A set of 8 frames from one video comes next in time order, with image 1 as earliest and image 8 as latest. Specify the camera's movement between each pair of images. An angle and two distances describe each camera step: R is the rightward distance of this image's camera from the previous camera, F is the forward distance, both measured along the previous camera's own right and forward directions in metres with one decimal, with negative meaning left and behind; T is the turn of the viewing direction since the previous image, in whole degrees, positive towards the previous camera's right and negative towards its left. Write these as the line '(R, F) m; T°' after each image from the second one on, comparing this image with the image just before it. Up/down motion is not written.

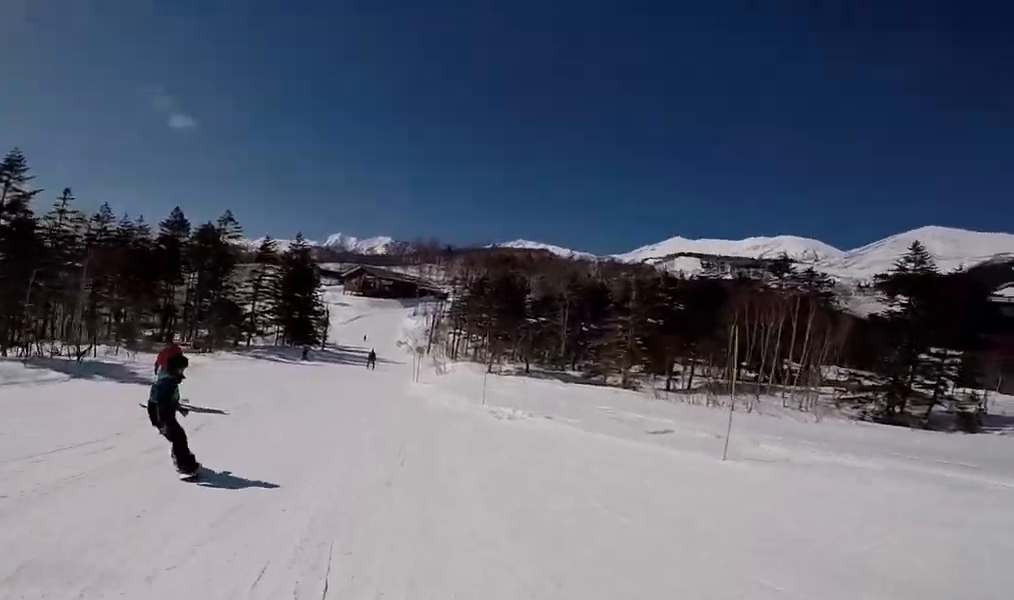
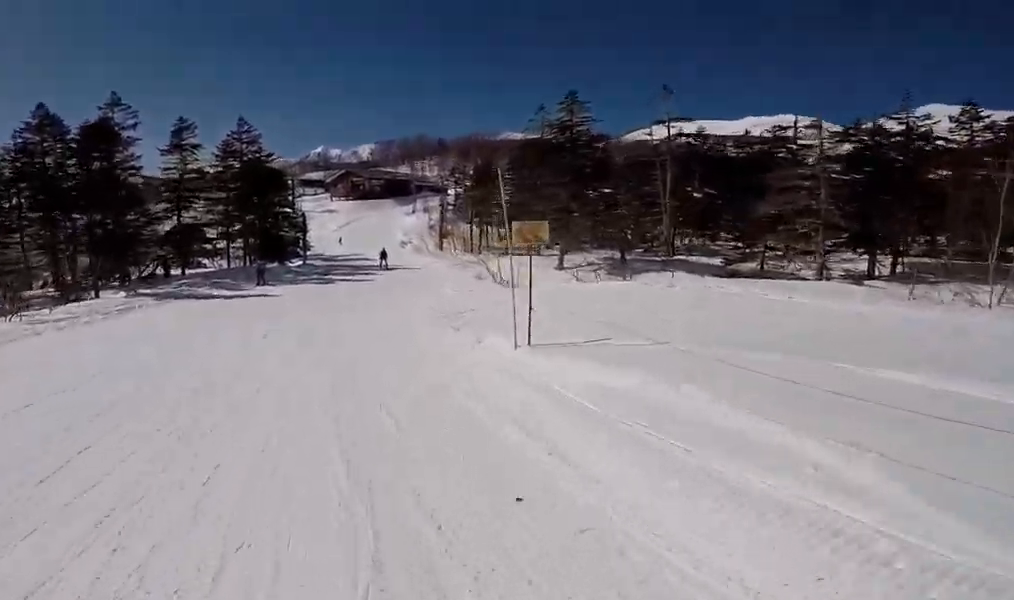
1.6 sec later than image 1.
(+1.0, +14.3) m; +6°
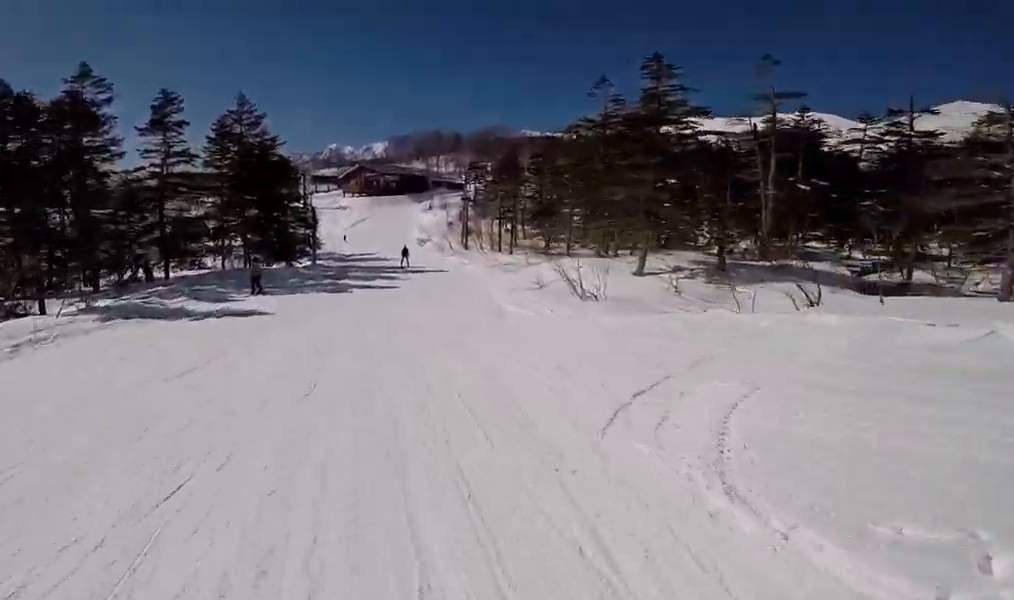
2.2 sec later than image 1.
(0.0, +5.4) m; +2°
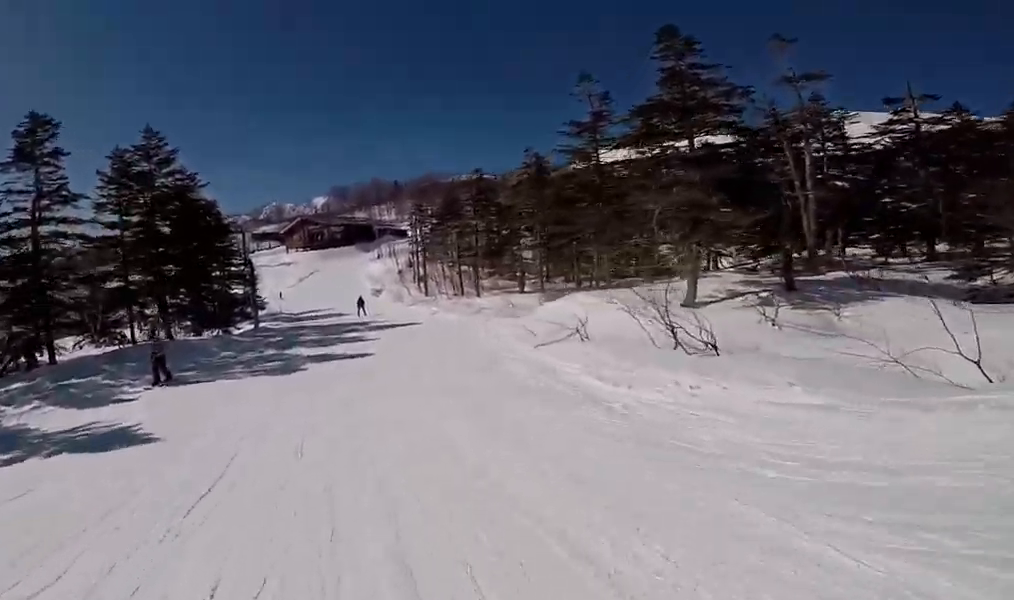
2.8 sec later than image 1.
(+0.2, +6.2) m; 0°
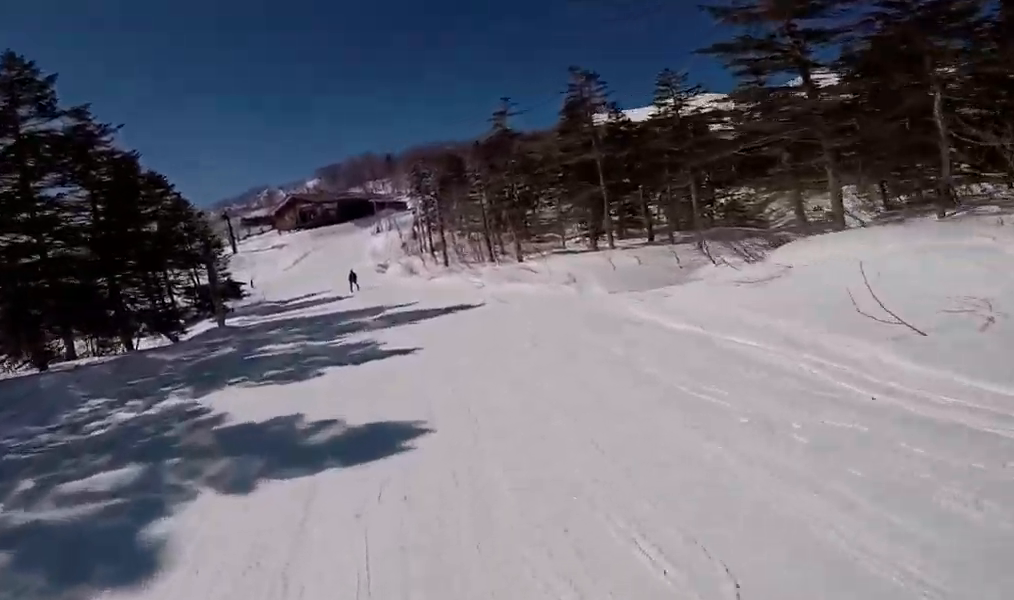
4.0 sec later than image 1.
(-0.3, +10.0) m; -3°
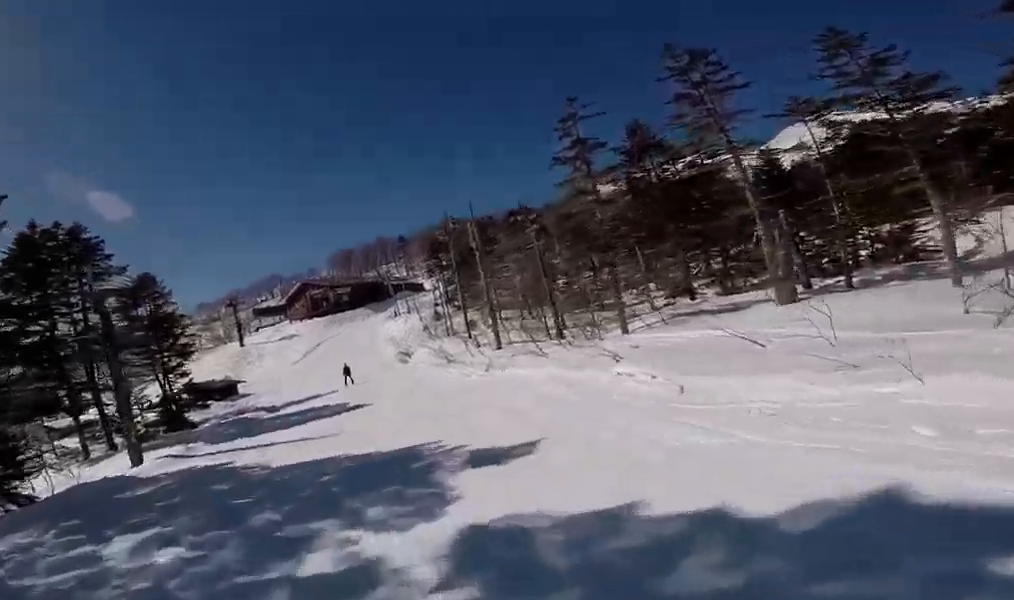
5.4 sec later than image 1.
(0.0, +10.8) m; -1°
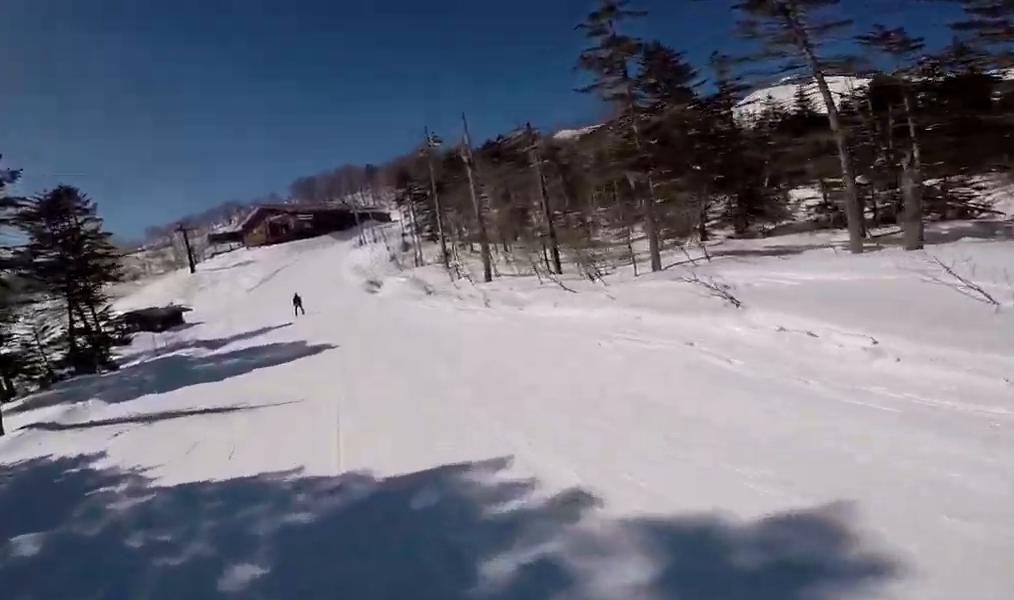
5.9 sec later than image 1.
(+0.1, +4.4) m; -2°
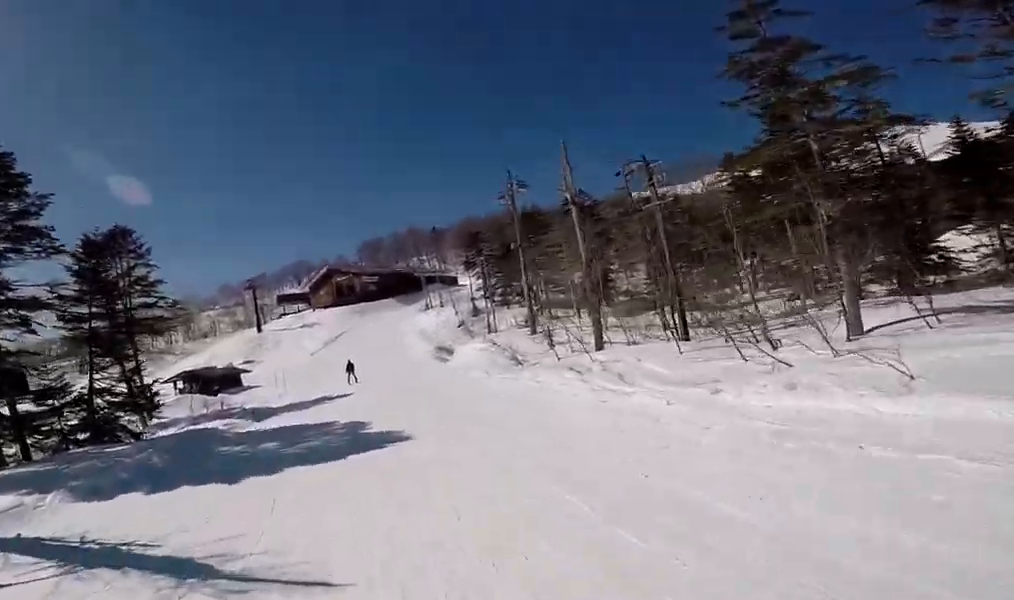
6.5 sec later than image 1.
(-0.2, +4.0) m; 0°
